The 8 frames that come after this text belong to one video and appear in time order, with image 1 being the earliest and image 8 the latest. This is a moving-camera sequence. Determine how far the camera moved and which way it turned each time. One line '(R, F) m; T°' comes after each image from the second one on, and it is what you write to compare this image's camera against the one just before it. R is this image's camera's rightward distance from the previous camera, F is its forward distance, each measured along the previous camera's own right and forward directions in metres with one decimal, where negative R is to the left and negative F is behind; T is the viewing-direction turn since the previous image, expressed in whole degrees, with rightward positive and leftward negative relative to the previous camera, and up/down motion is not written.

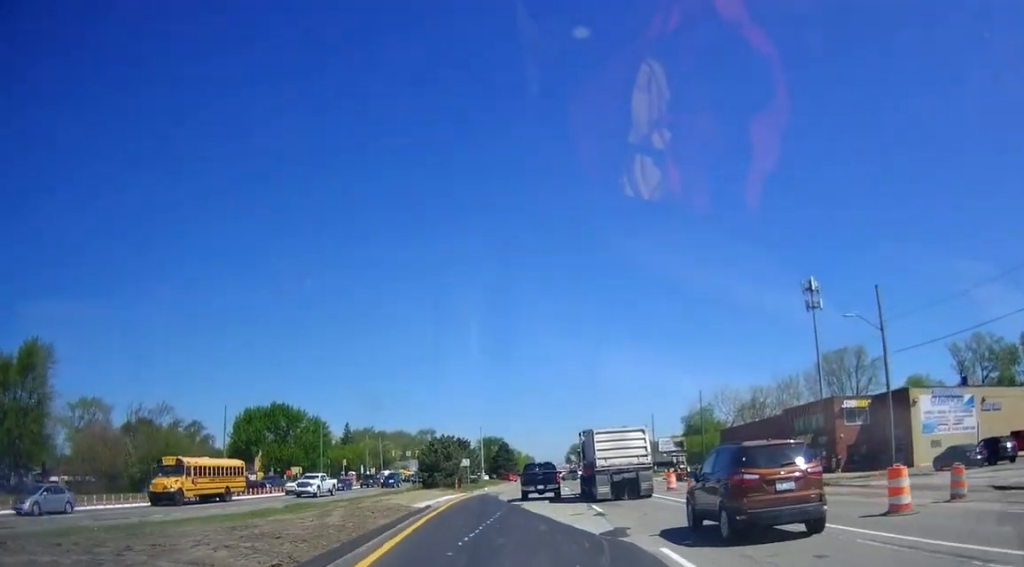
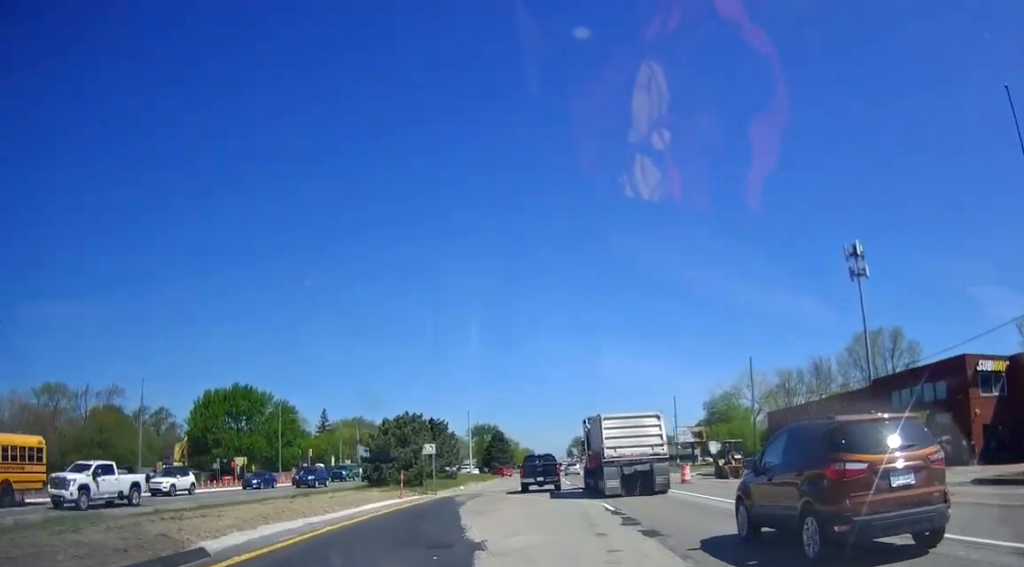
(+0.7, +19.7) m; 0°
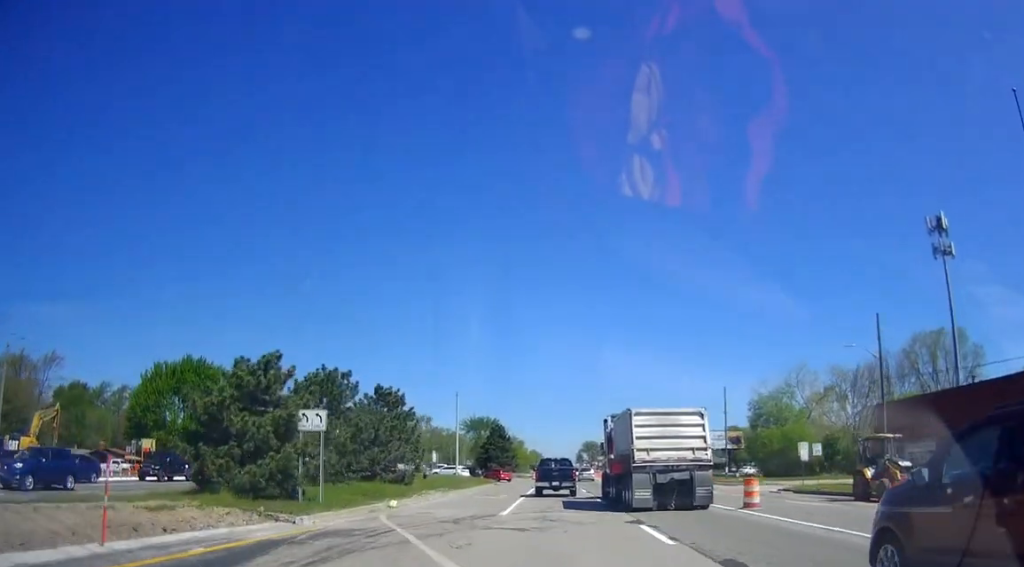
(-0.8, +22.7) m; -1°
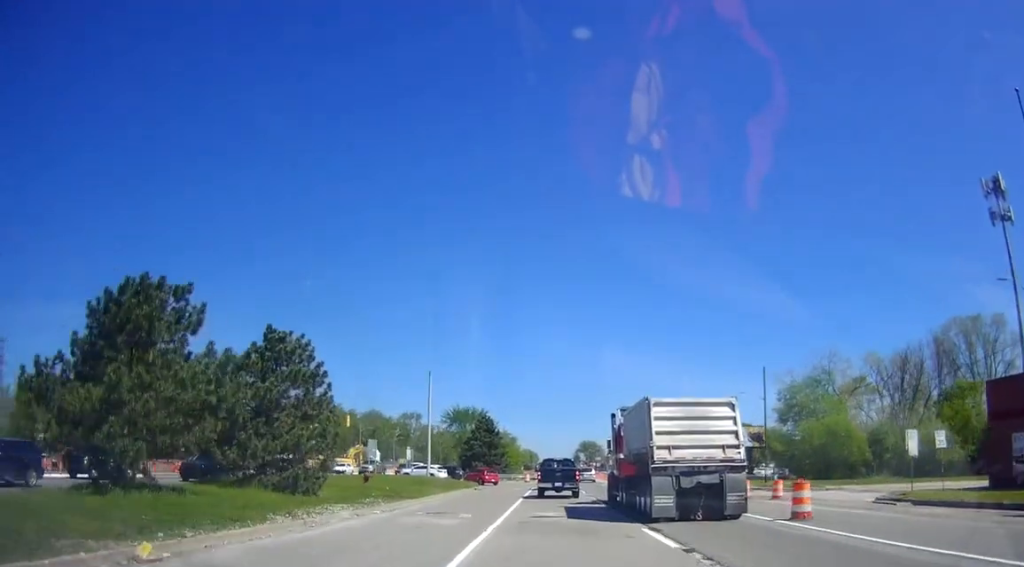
(+0.3, +15.5) m; +2°
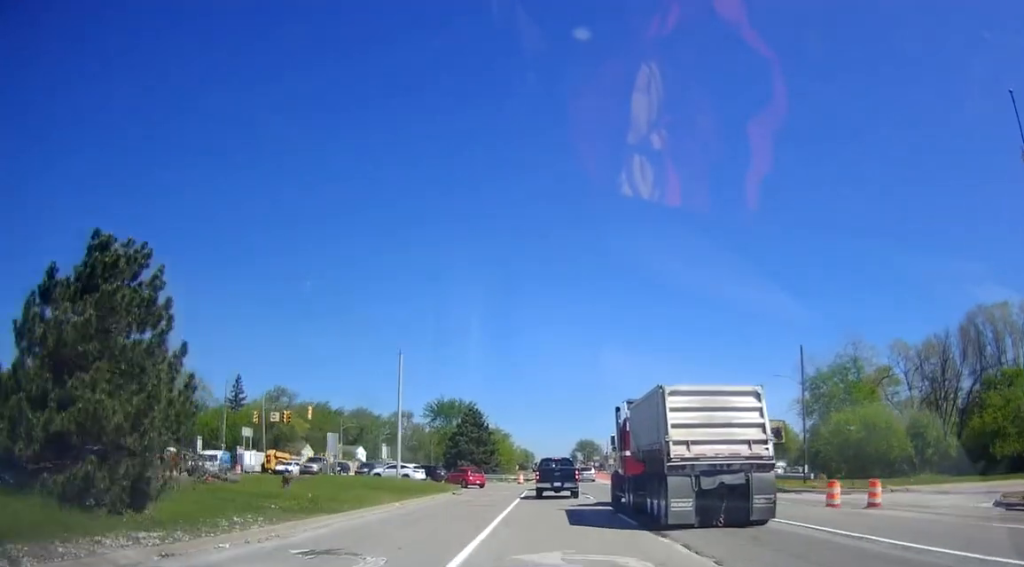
(+0.2, +10.5) m; -1°
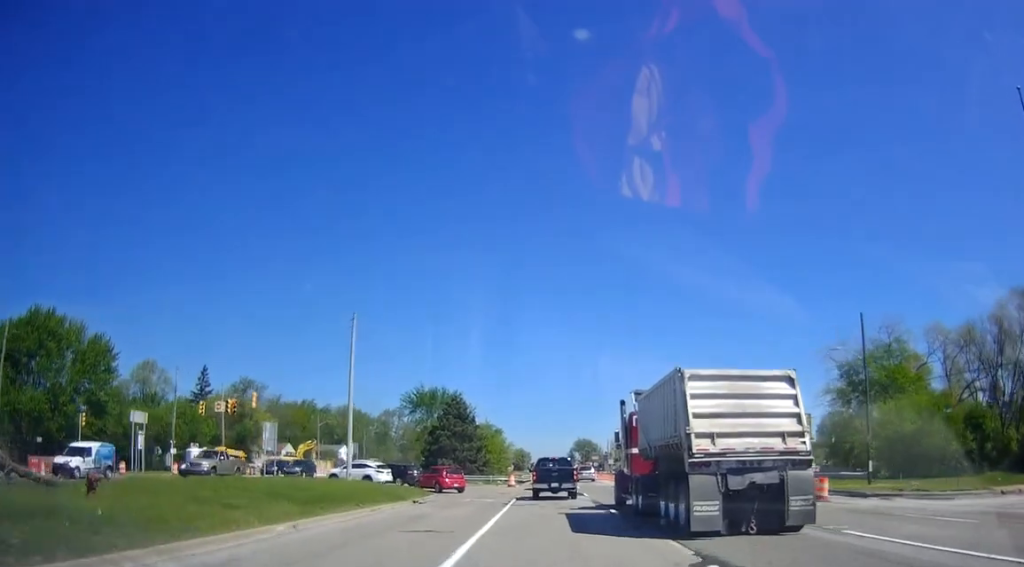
(-0.2, +11.4) m; 0°
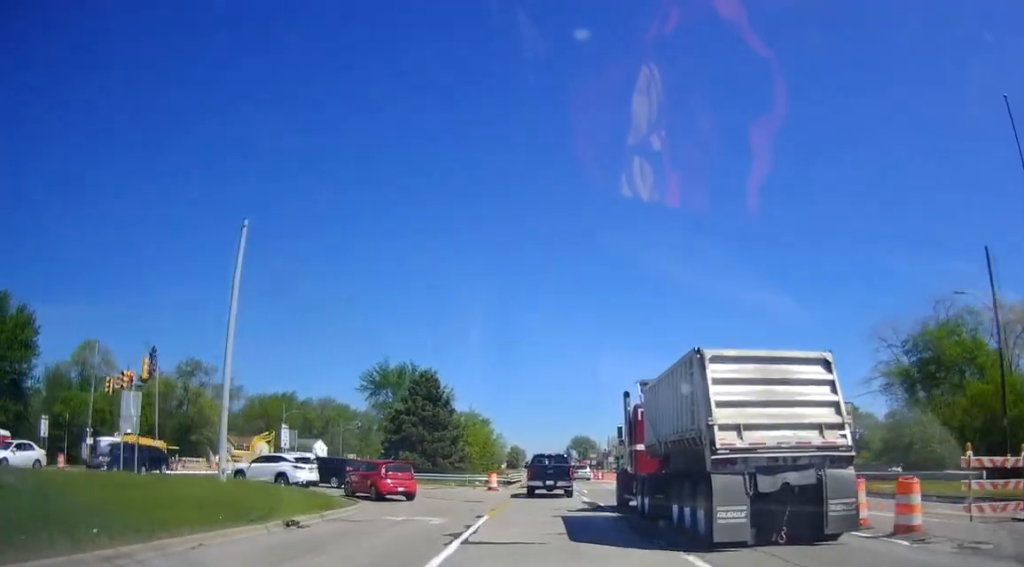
(-0.2, +14.8) m; +1°
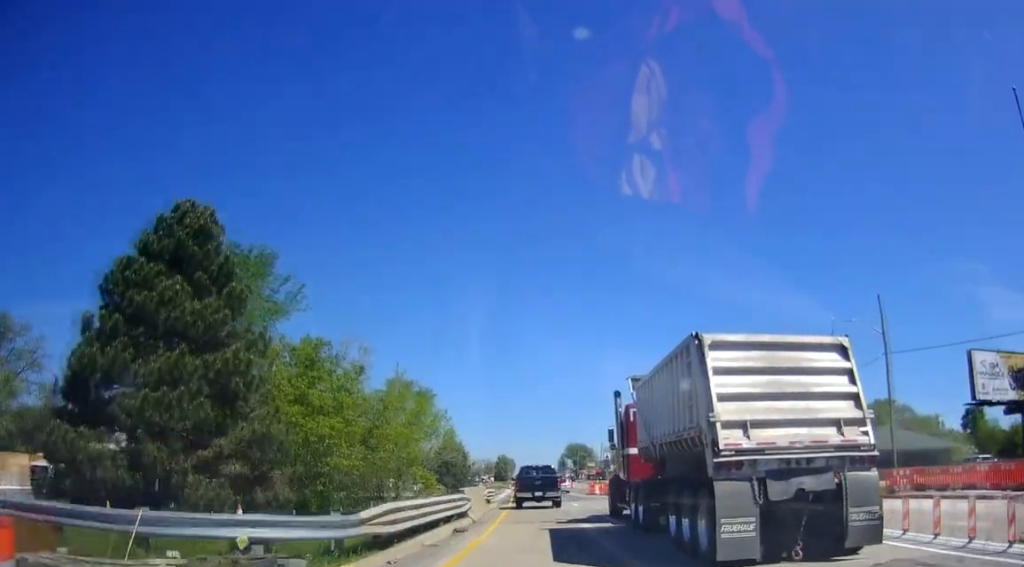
(+0.1, +35.1) m; -1°
